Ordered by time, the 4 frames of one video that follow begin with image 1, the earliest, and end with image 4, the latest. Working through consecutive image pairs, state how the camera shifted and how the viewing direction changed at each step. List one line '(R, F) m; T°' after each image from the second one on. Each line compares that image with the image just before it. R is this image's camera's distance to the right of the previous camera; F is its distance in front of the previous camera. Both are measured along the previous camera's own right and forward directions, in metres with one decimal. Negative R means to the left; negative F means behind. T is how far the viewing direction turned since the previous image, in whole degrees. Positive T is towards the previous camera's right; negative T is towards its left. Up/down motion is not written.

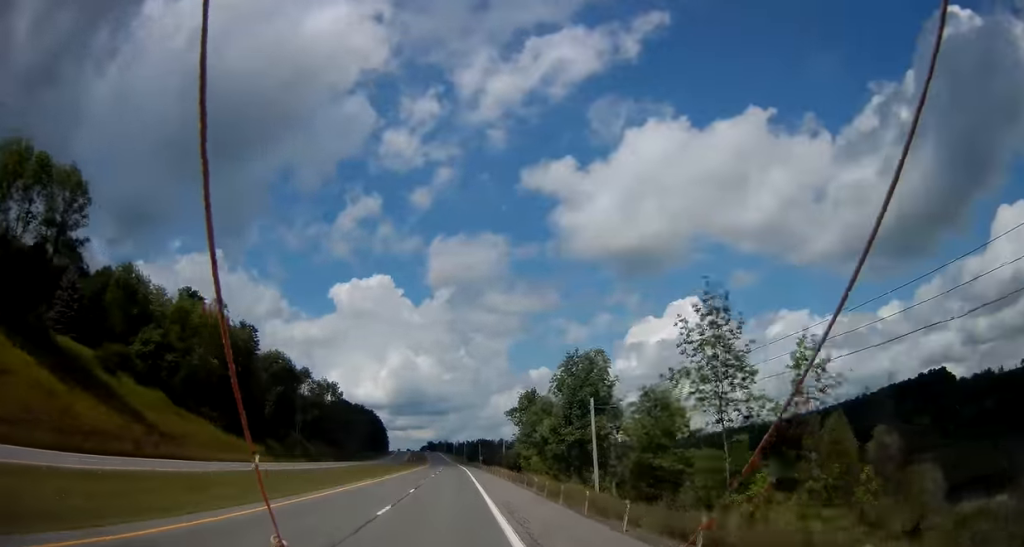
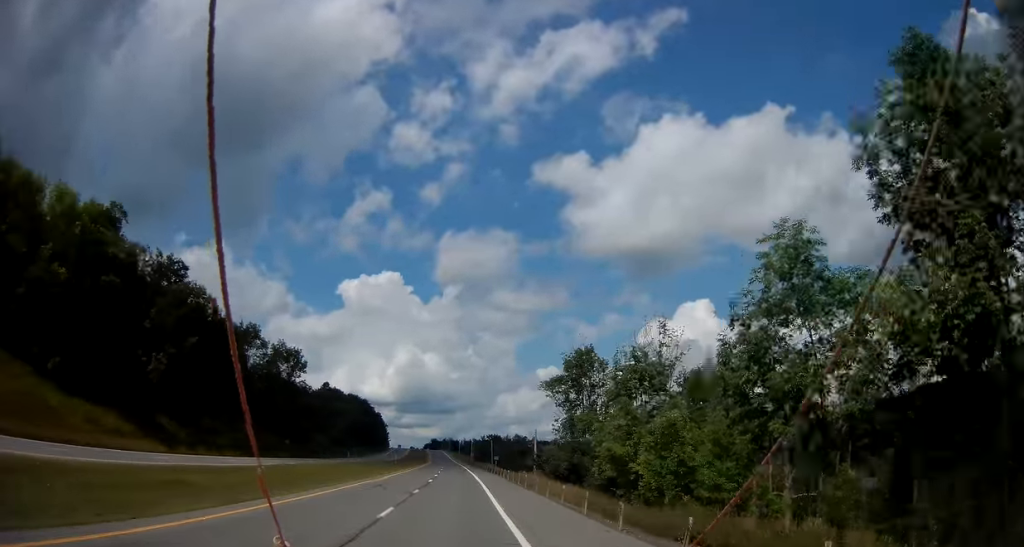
(-0.1, +37.7) m; 0°
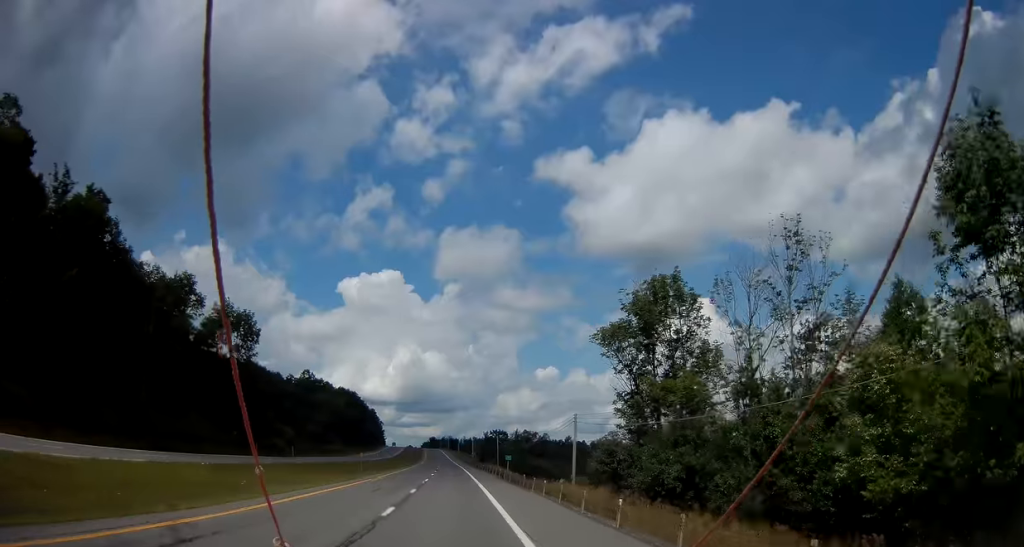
(0.0, +24.0) m; 0°
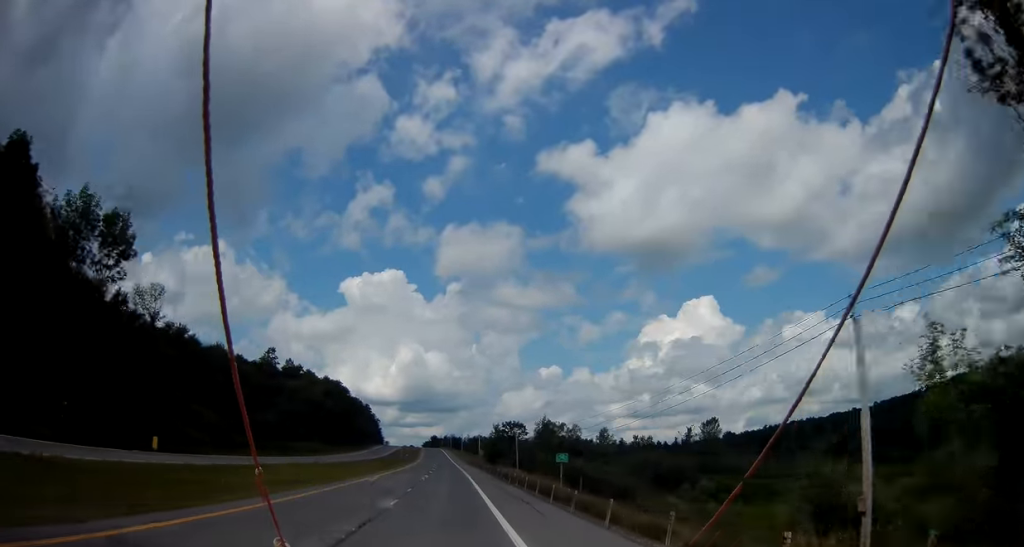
(0.0, +33.5) m; 0°
